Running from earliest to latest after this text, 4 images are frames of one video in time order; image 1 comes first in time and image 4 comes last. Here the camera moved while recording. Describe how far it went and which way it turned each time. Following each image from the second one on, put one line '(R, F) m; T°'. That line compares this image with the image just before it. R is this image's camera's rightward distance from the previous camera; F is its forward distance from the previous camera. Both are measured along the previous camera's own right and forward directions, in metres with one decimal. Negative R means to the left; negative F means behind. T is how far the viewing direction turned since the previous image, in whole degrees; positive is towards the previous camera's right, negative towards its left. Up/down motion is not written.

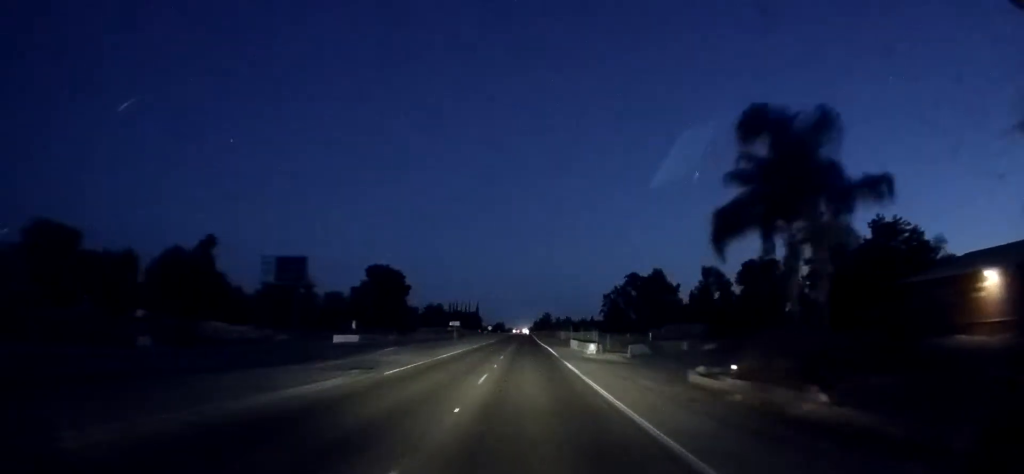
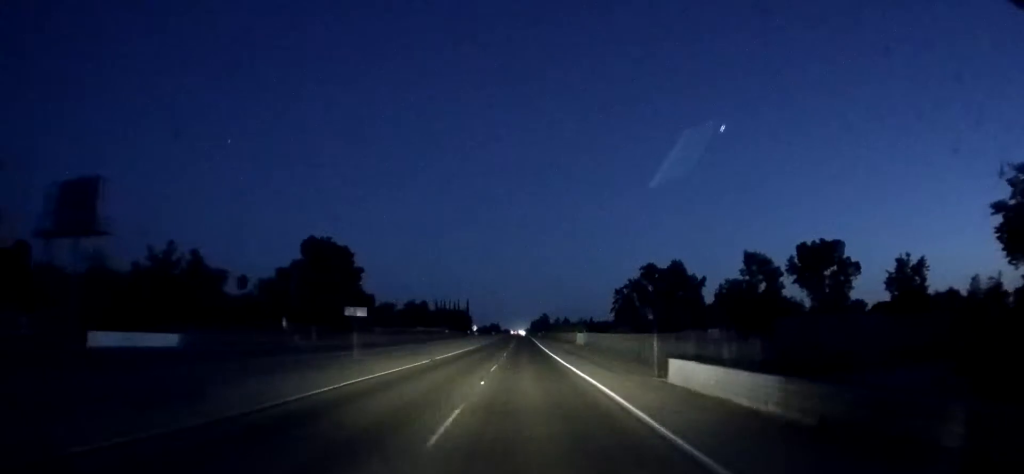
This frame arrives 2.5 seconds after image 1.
(0.0, +39.8) m; 0°
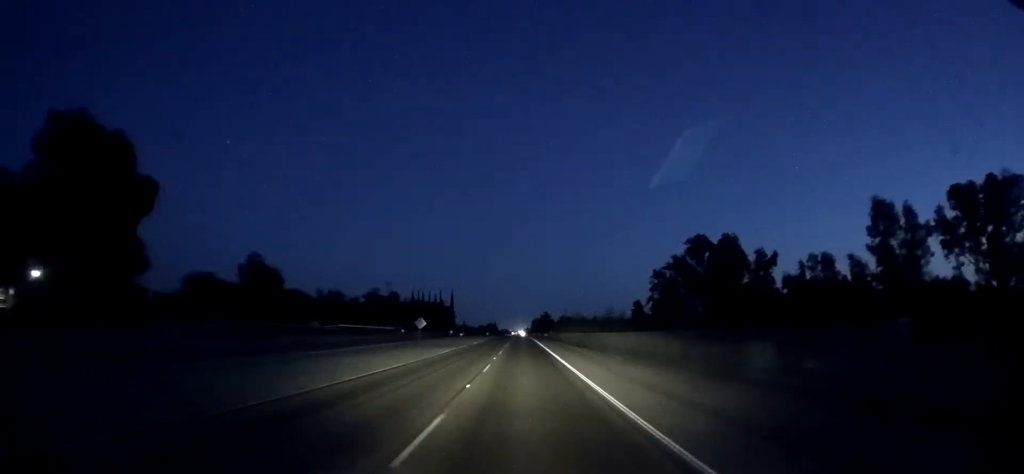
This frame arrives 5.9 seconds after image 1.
(0.0, +60.8) m; 0°
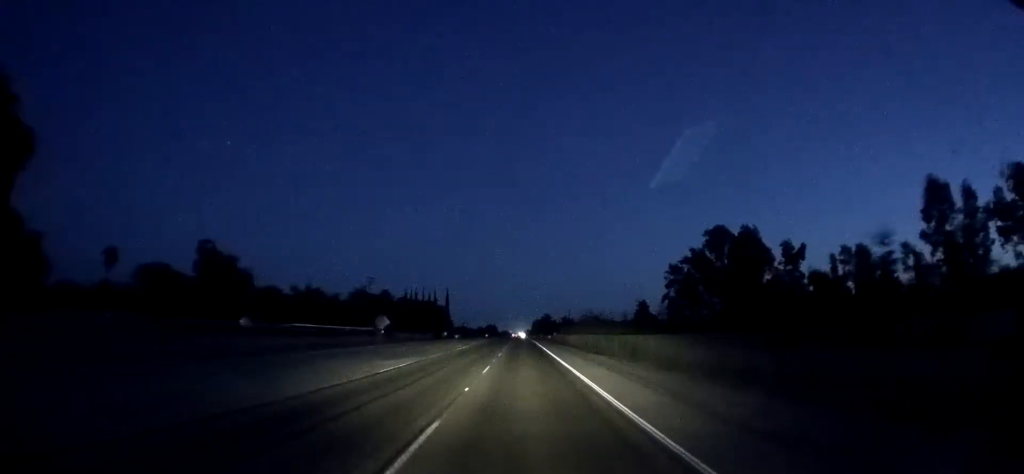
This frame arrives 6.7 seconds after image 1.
(0.0, +15.6) m; 0°
